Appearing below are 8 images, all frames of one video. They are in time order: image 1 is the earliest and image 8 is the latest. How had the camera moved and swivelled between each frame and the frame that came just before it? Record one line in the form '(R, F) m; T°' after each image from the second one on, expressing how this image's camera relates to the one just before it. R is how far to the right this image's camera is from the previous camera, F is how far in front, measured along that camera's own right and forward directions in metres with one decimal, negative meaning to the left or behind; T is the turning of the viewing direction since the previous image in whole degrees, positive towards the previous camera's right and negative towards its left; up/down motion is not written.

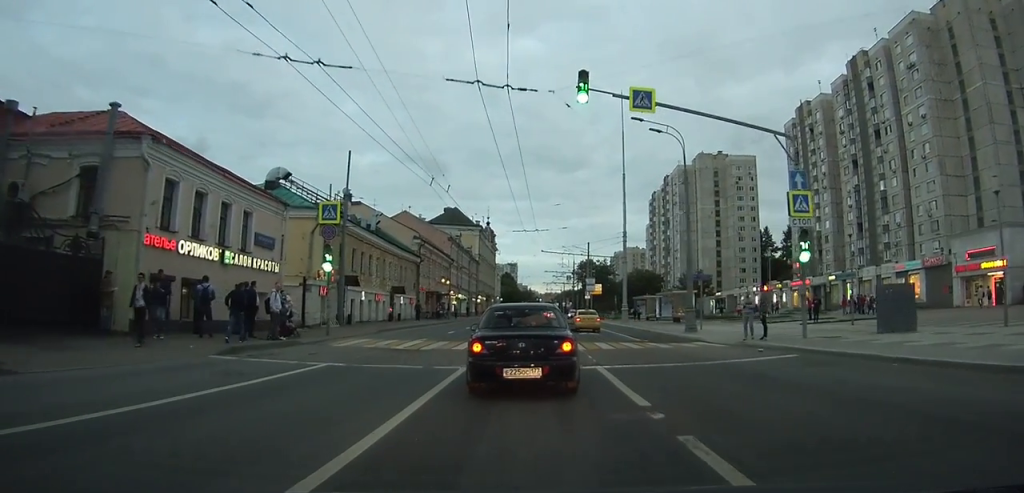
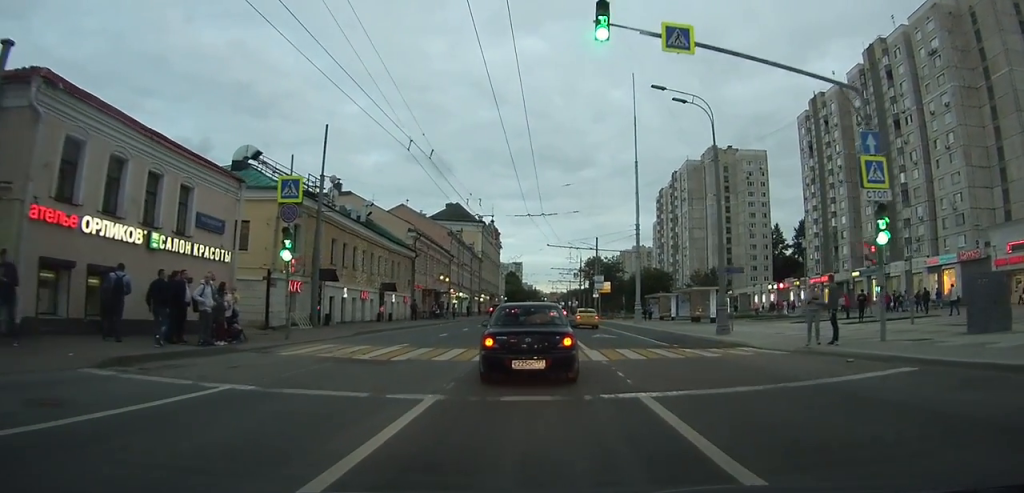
(0.0, +4.7) m; 0°
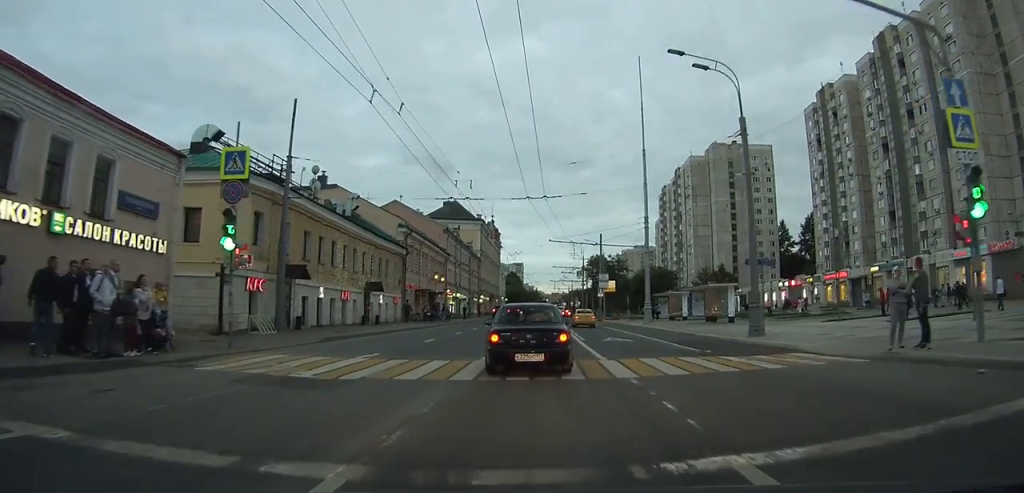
(0.0, +3.9) m; 0°
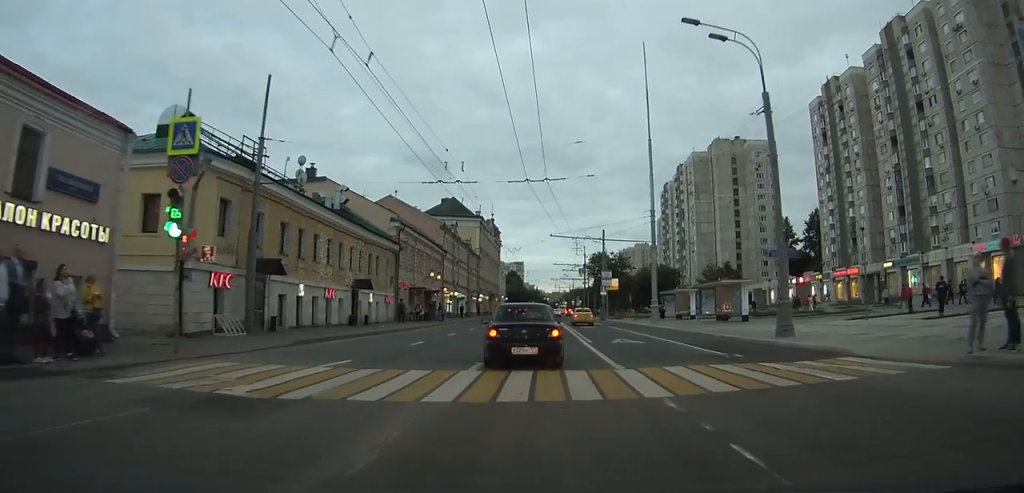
(0.0, +2.8) m; 0°
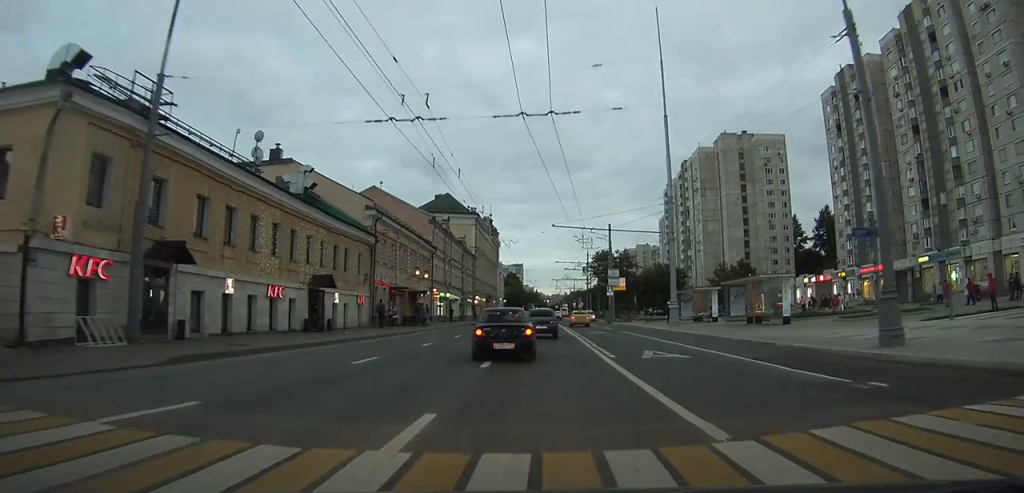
(-0.1, +6.8) m; 0°
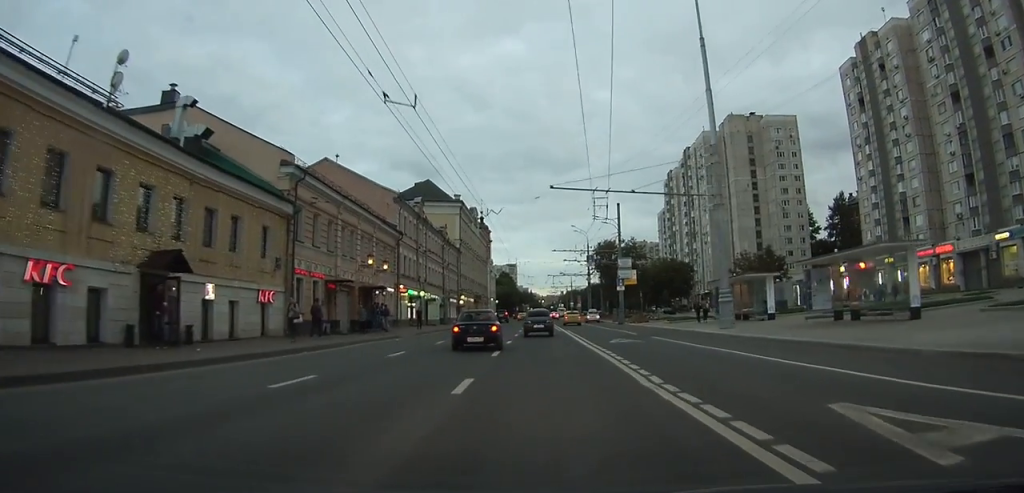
(+0.1, +12.7) m; 0°
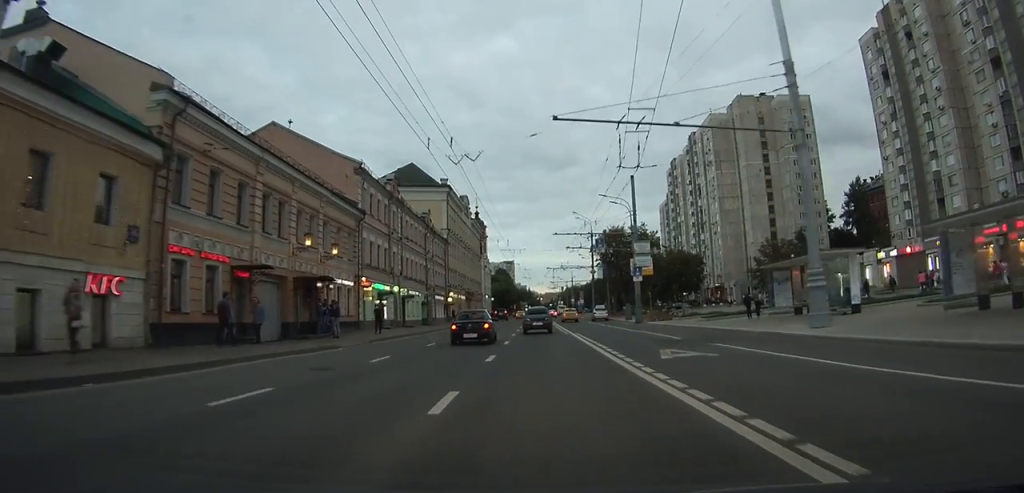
(0.0, +10.2) m; +1°
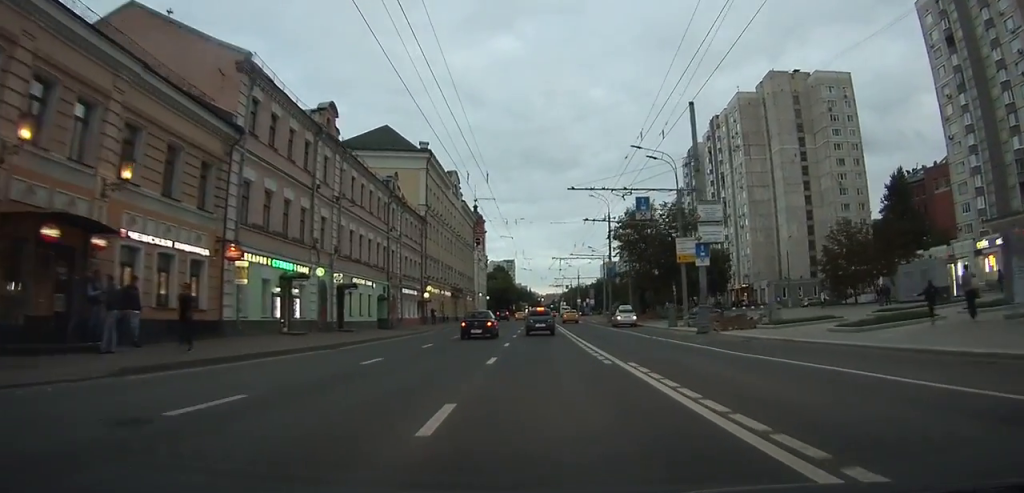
(+0.1, +17.3) m; 0°
